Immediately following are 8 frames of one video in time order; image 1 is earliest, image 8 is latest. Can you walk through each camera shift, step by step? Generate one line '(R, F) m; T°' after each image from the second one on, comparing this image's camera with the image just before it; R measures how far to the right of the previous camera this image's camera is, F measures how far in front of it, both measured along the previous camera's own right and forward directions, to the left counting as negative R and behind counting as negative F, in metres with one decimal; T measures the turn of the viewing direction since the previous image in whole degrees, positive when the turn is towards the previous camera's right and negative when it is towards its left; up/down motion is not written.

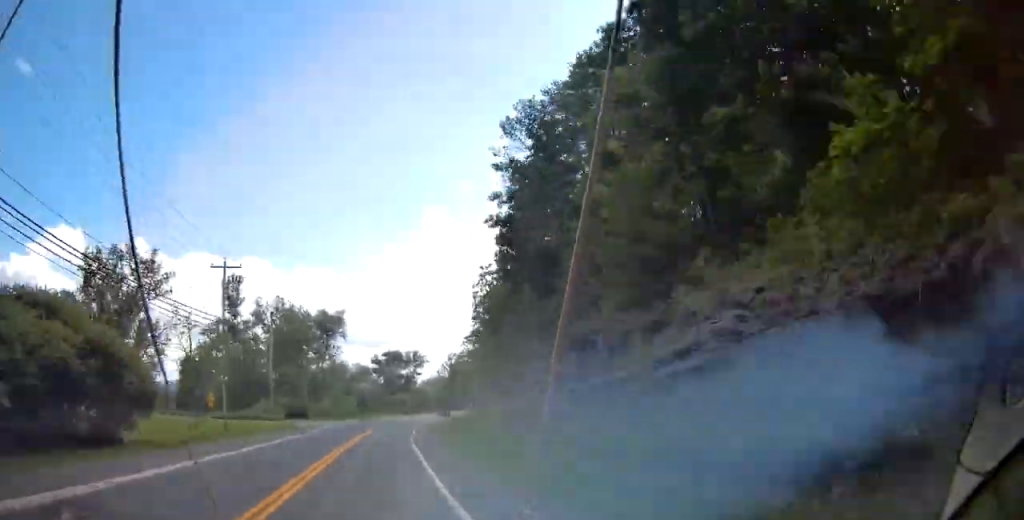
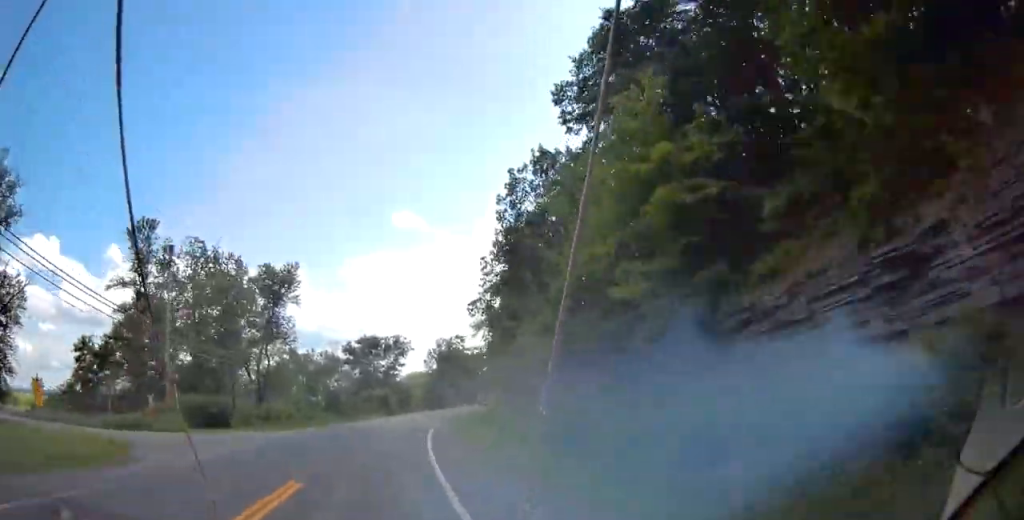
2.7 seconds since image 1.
(-1.3, +34.3) m; -12°
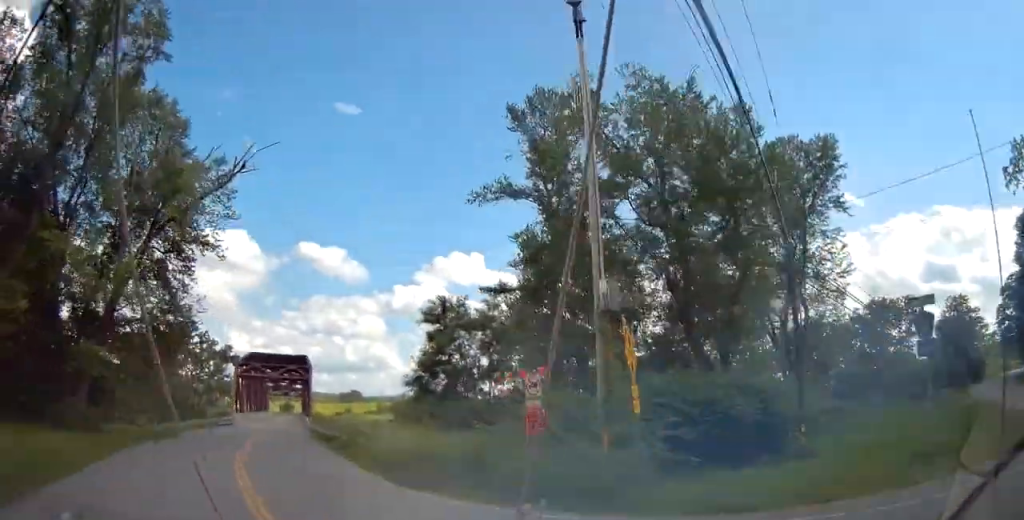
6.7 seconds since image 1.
(-10.5, +45.1) m; -24°
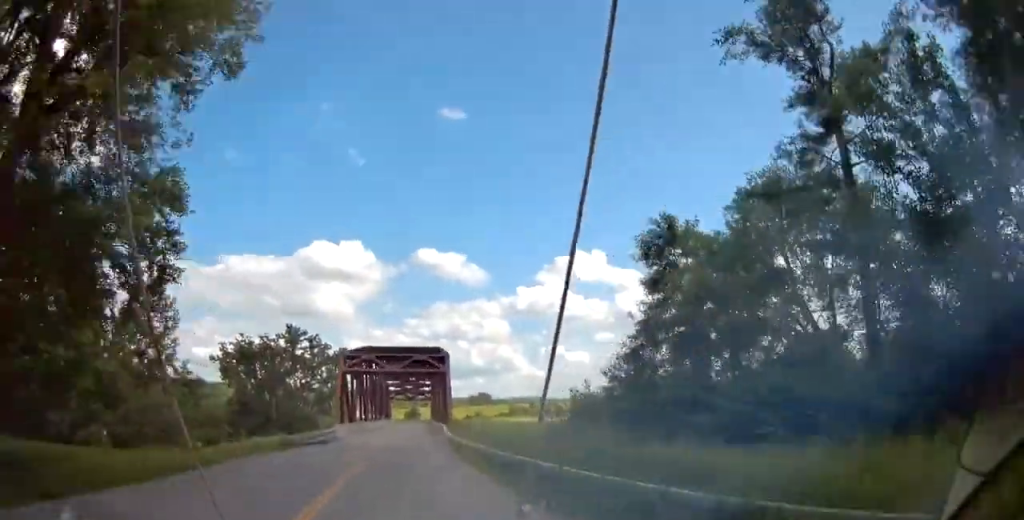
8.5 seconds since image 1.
(-4.2, +23.5) m; -7°
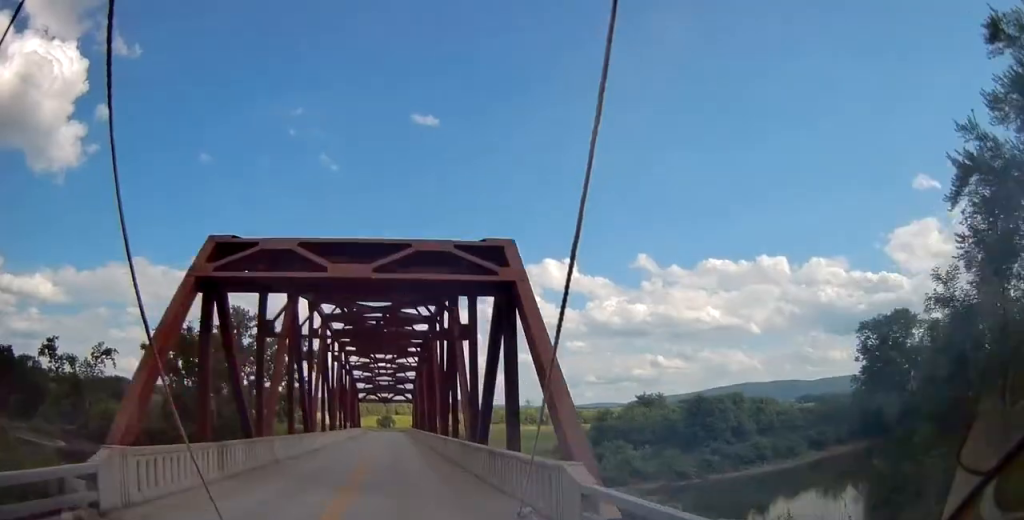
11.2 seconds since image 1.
(-2.2, +36.1) m; -4°
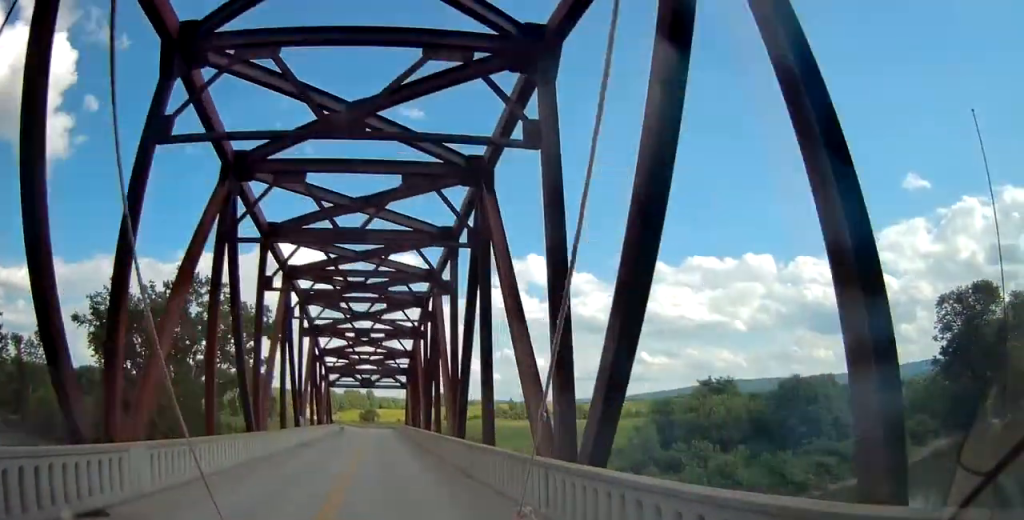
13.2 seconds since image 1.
(+0.1, +28.0) m; 0°
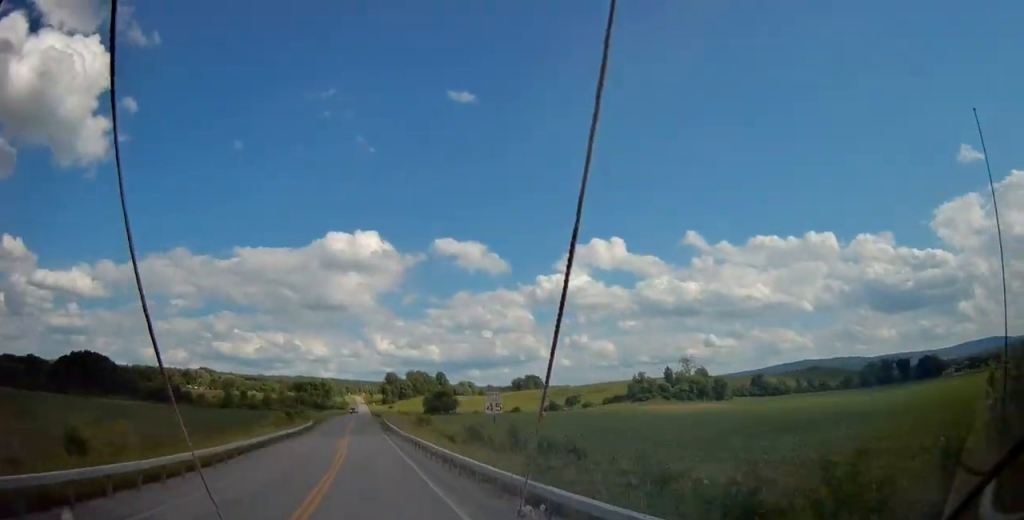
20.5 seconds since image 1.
(-6.1, +121.7) m; -6°
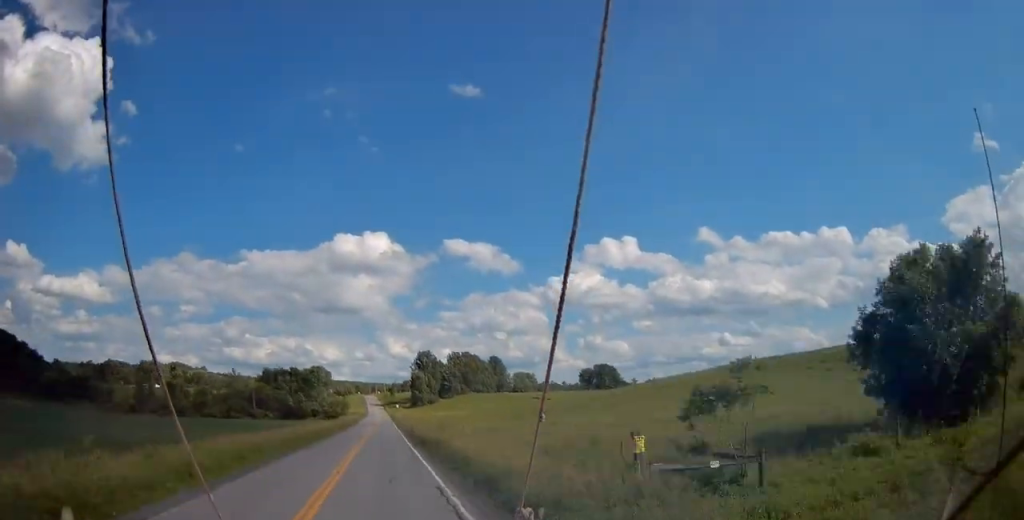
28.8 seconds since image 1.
(-4.9, +159.9) m; -2°
